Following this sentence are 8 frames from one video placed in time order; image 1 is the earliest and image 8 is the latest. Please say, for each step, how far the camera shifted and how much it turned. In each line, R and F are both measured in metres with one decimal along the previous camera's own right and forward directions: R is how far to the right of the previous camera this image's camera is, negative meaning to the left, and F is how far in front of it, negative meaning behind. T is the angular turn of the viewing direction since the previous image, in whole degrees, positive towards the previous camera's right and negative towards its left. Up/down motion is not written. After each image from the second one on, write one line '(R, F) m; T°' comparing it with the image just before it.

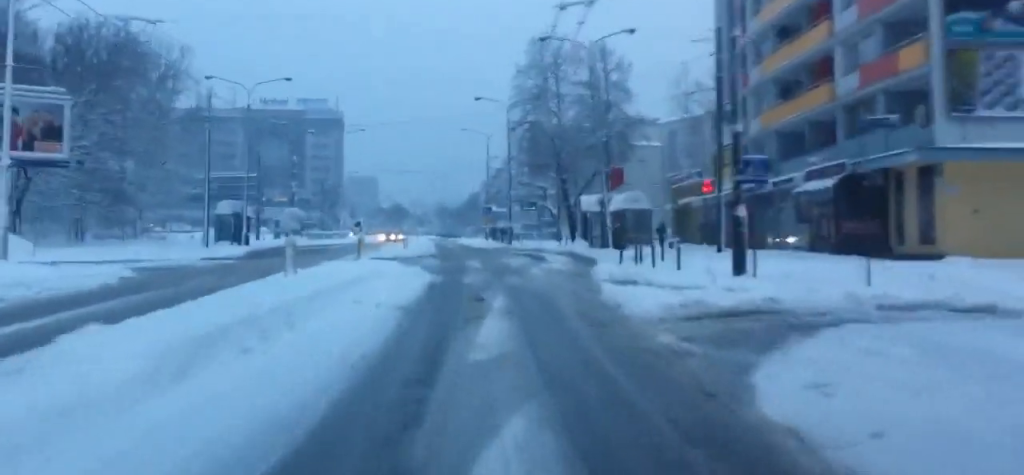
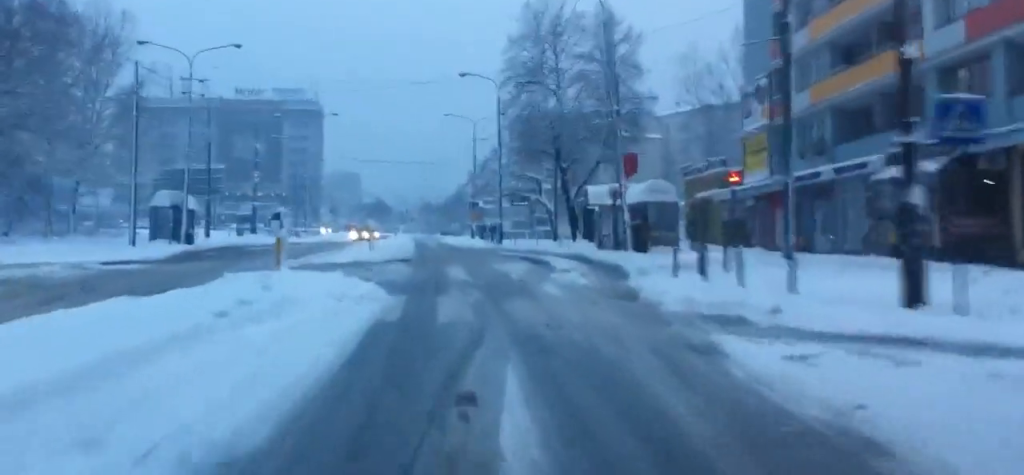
(-0.1, +12.2) m; -2°
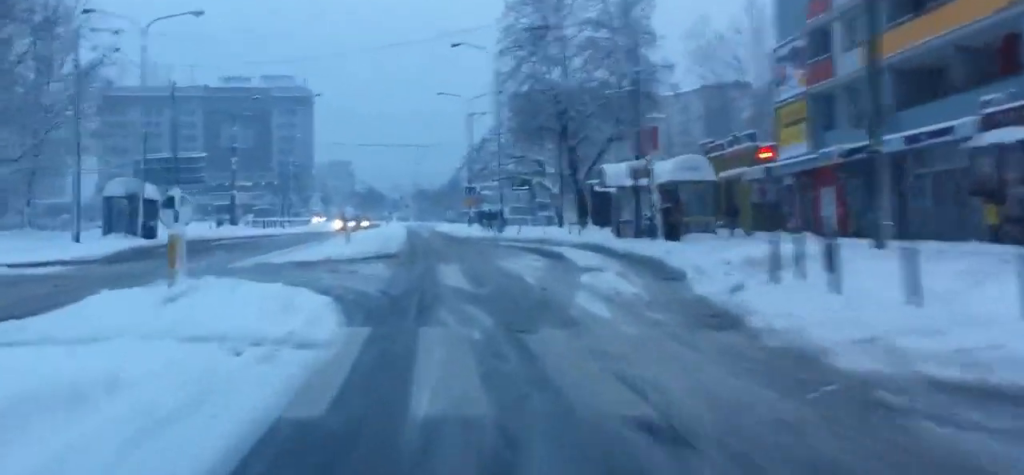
(-0.3, +8.1) m; -1°
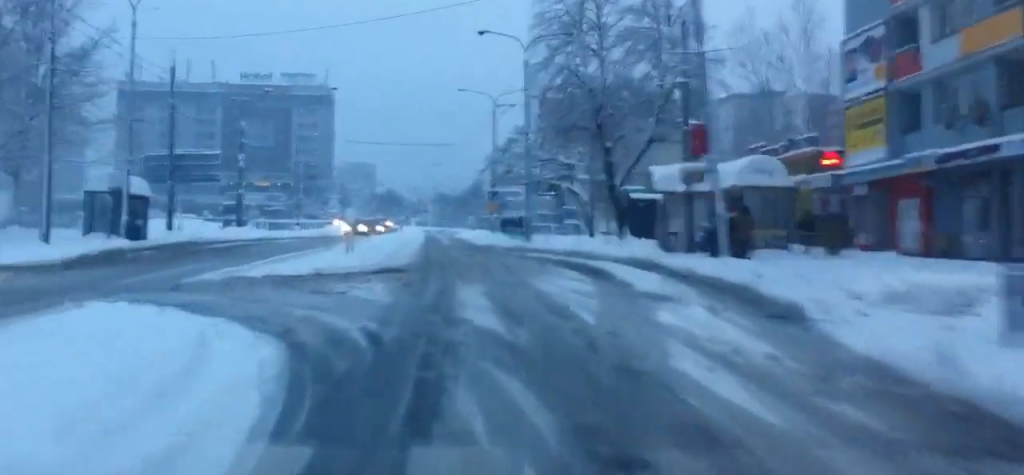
(-0.1, +6.7) m; 0°
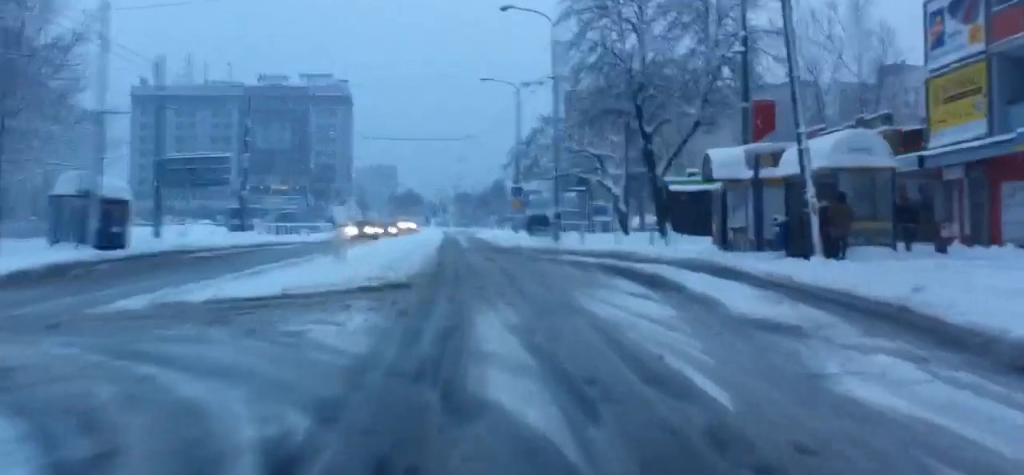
(+0.1, +7.1) m; +1°
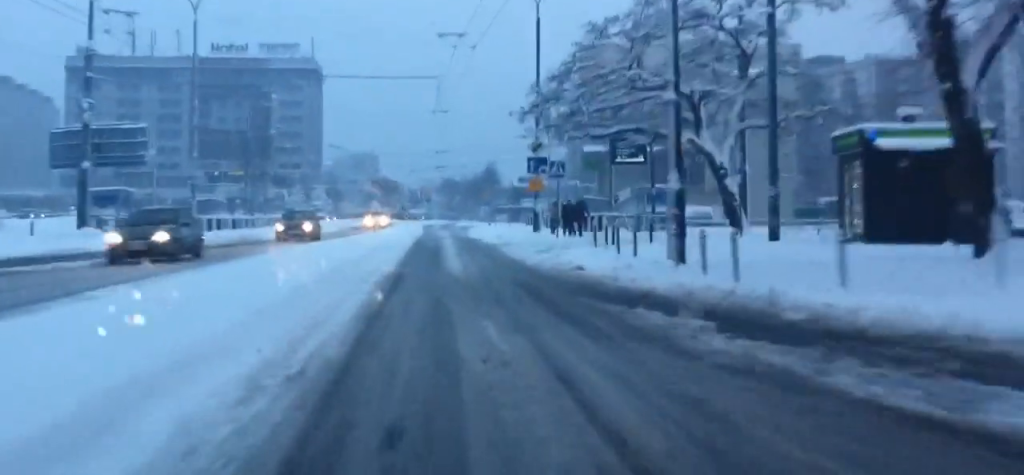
(+1.3, +32.8) m; +3°
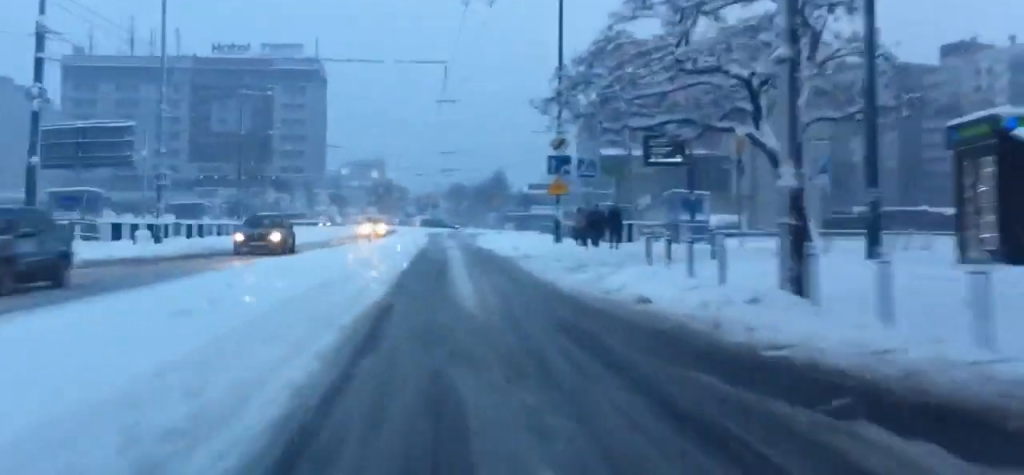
(0.0, +7.2) m; -1°
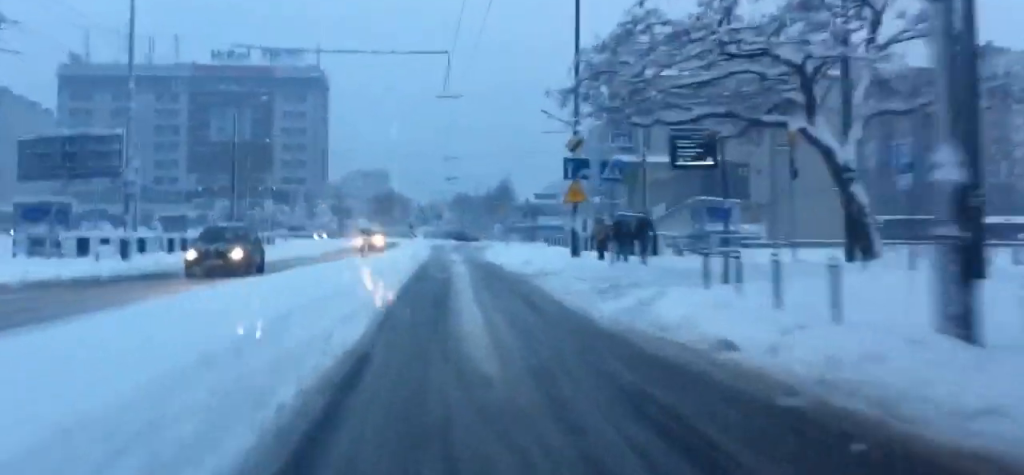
(0.0, +4.9) m; -1°
